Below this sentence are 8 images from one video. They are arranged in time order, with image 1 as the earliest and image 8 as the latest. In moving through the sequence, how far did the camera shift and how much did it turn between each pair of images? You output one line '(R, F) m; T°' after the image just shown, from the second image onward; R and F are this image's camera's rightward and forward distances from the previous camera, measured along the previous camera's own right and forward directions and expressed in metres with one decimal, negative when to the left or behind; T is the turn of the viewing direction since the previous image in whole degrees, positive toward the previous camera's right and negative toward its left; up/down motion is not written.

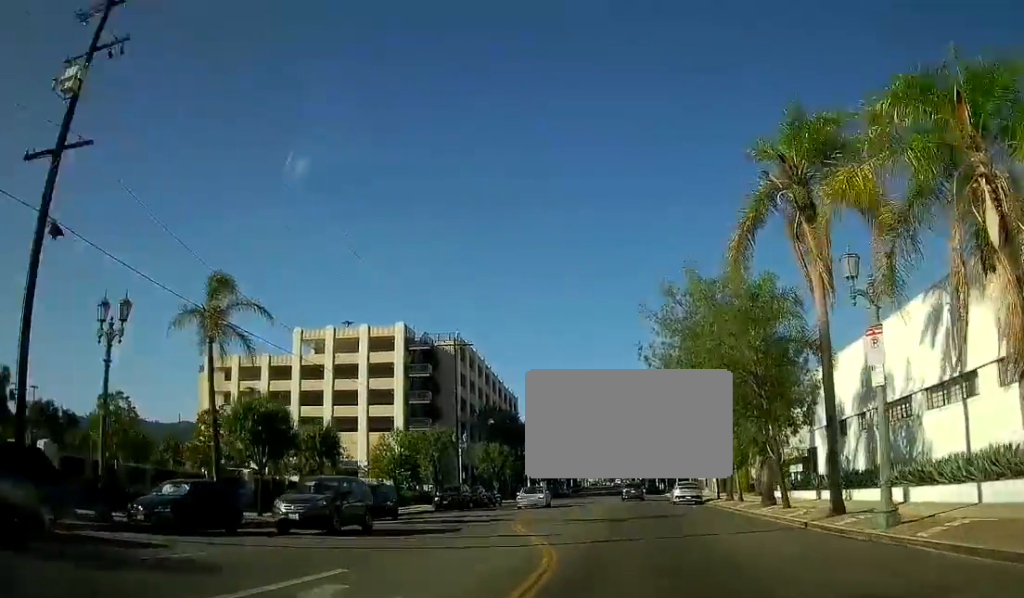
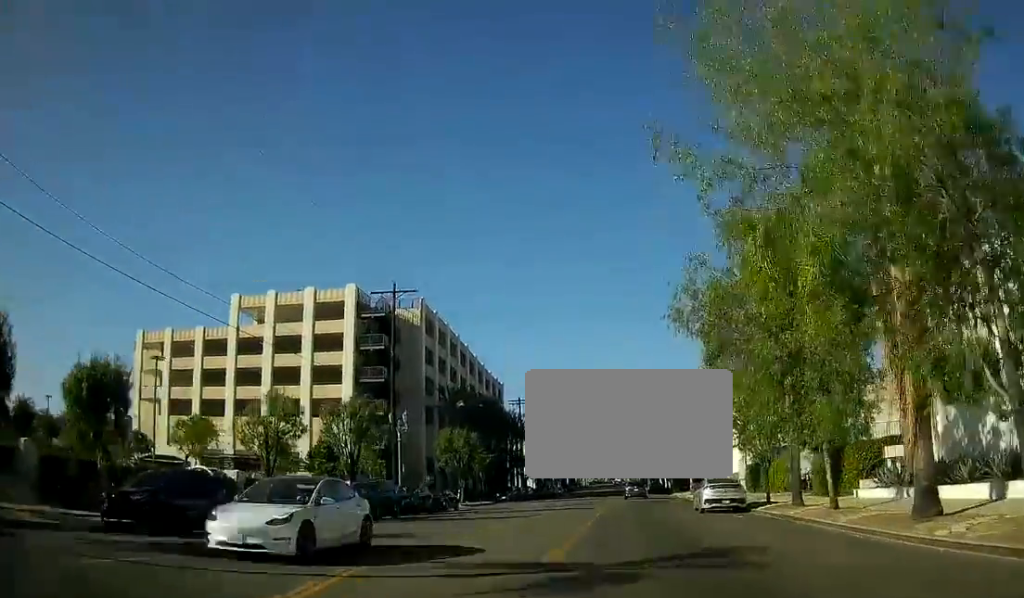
(+0.1, +16.2) m; 0°
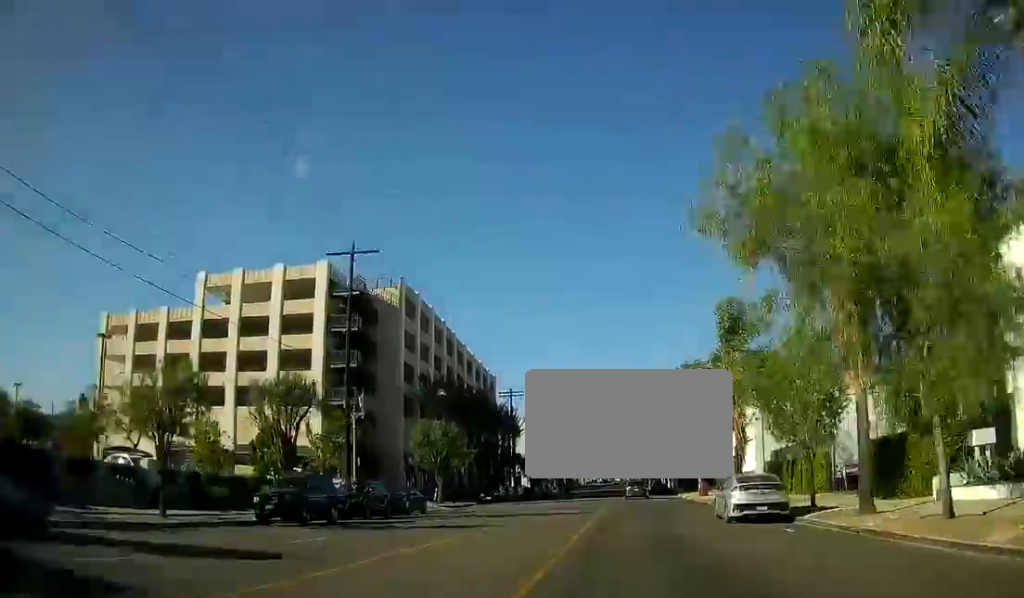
(0.0, +7.9) m; 0°
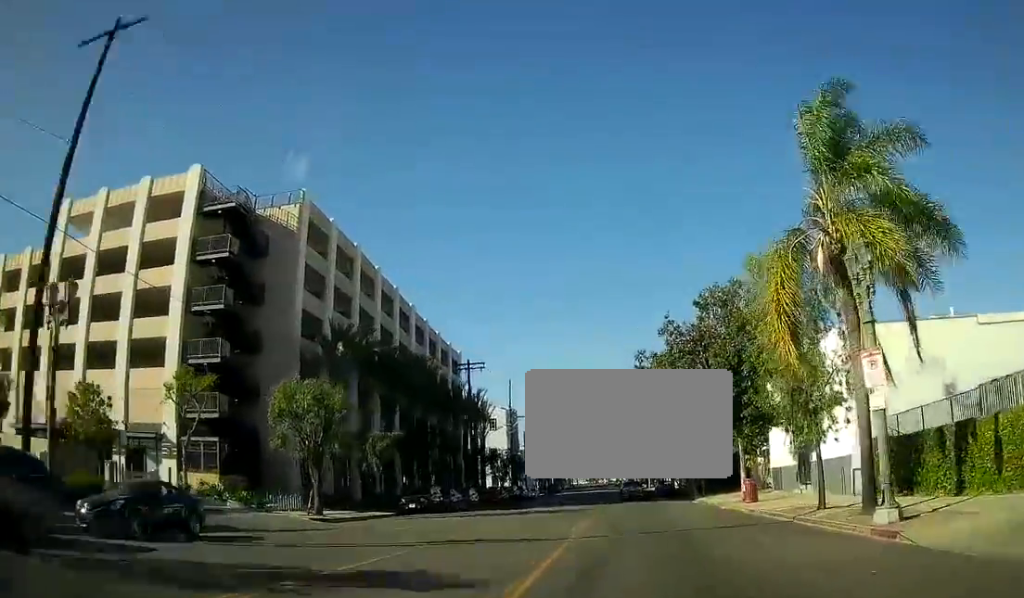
(0.0, +22.1) m; 0°
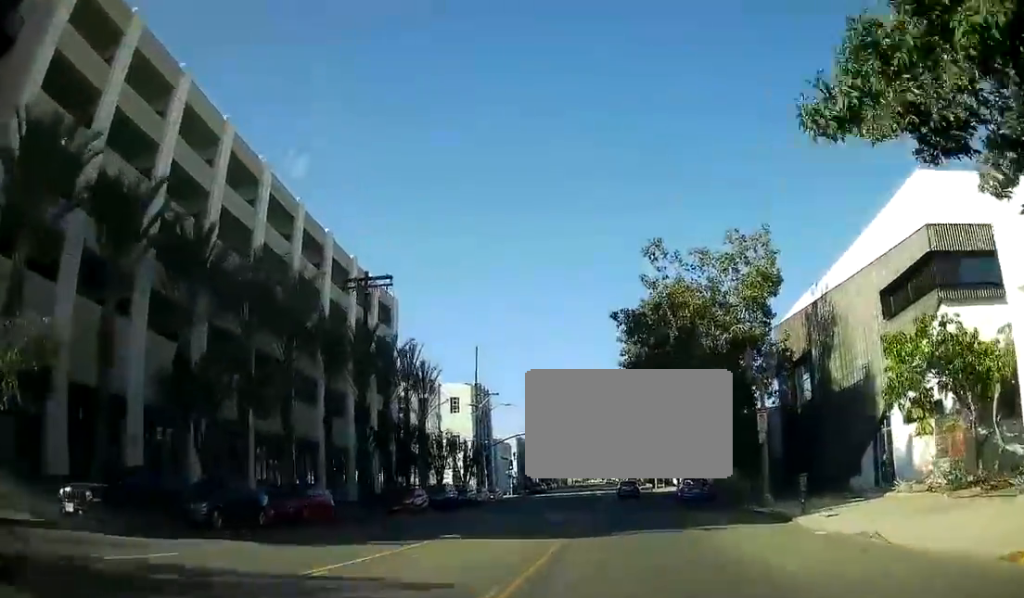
(0.0, +28.2) m; 0°
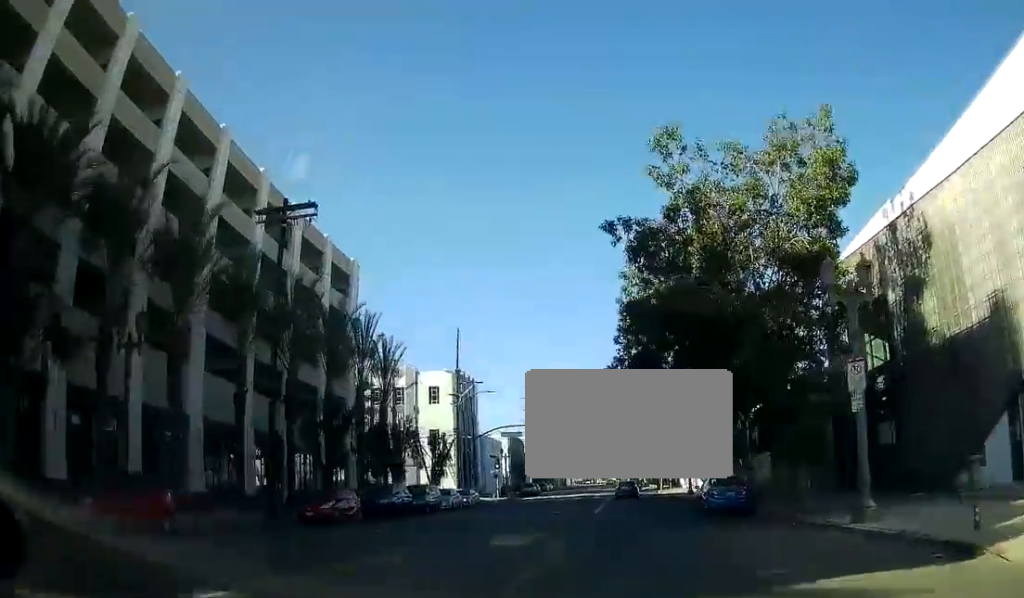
(0.0, +11.0) m; 0°
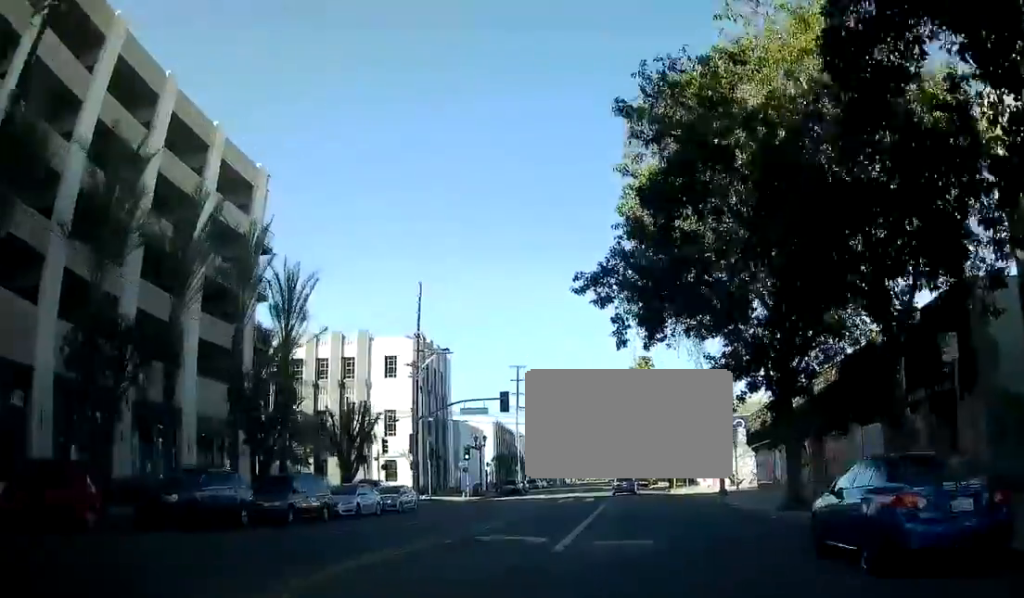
(0.0, +17.2) m; 0°
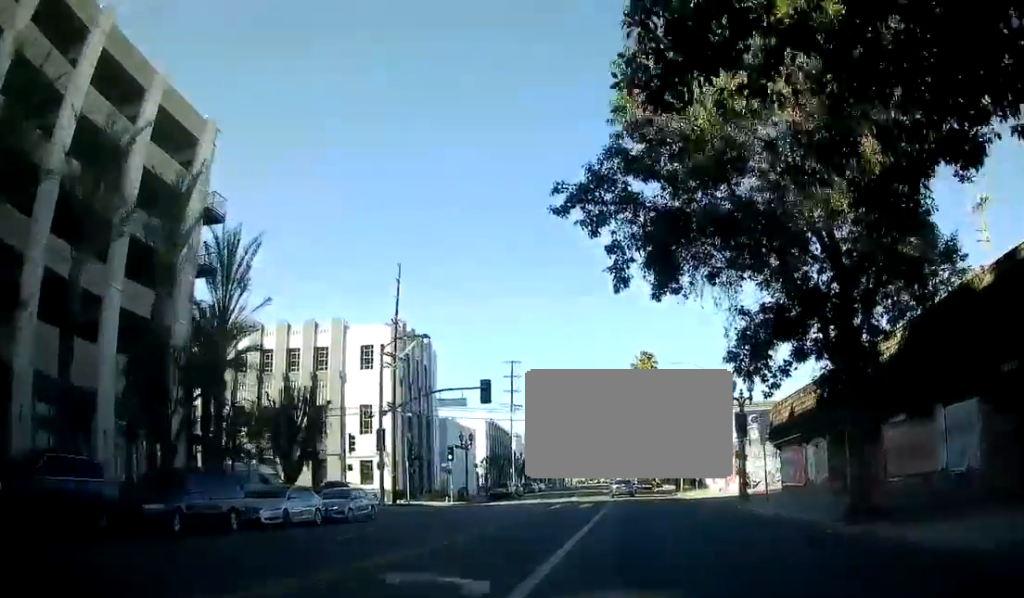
(0.0, +6.7) m; 0°
